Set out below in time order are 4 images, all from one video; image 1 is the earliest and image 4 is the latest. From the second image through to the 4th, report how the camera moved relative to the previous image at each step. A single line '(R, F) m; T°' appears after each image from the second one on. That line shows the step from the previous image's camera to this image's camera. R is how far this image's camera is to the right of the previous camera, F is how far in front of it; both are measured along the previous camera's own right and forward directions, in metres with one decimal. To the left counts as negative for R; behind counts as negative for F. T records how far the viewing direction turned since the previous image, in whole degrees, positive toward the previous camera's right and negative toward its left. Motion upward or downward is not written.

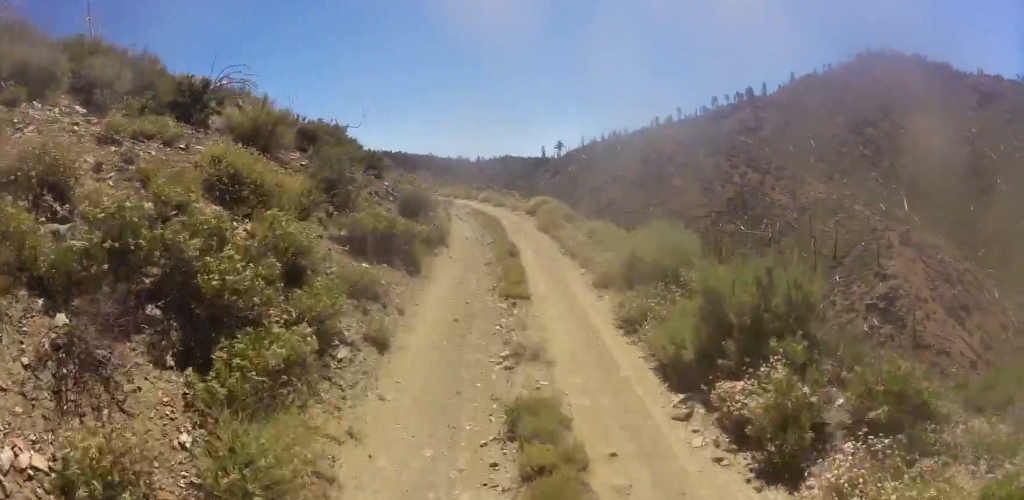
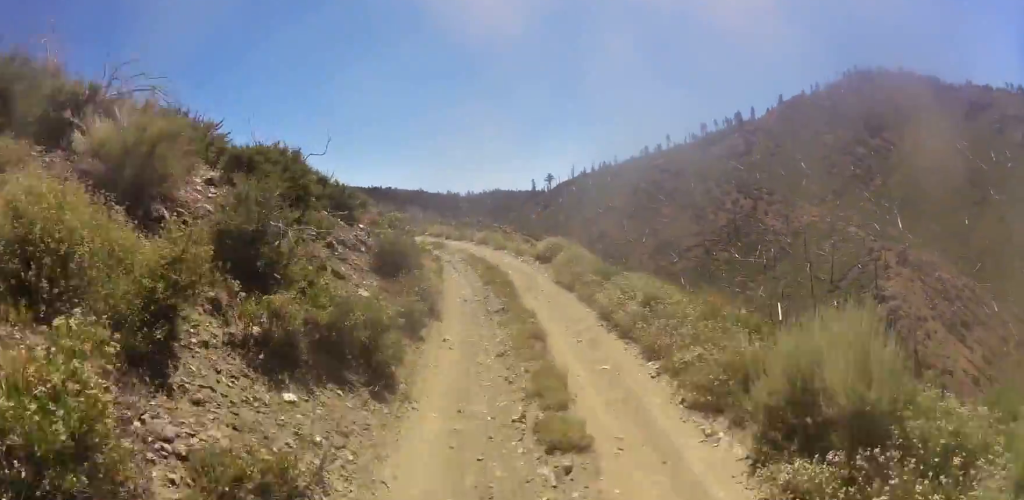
(+0.1, +3.8) m; 0°
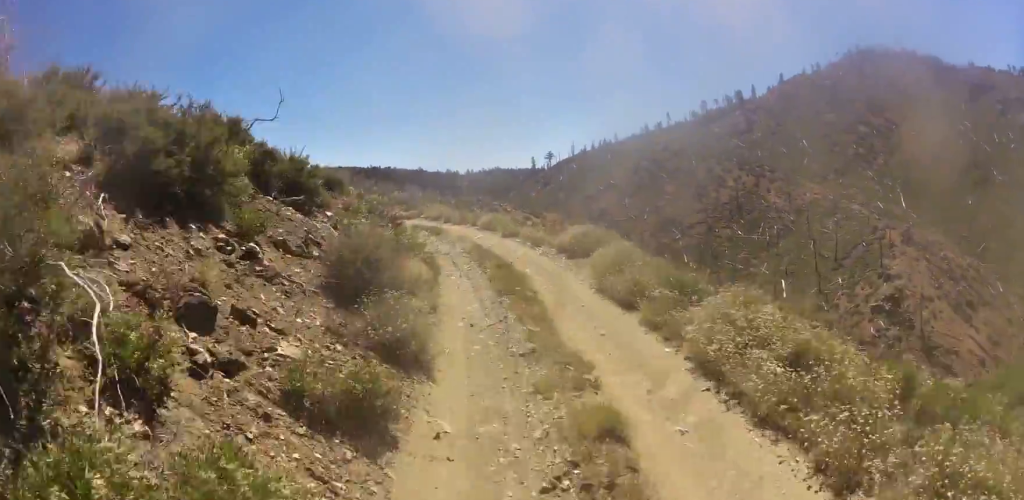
(0.0, +3.7) m; 0°
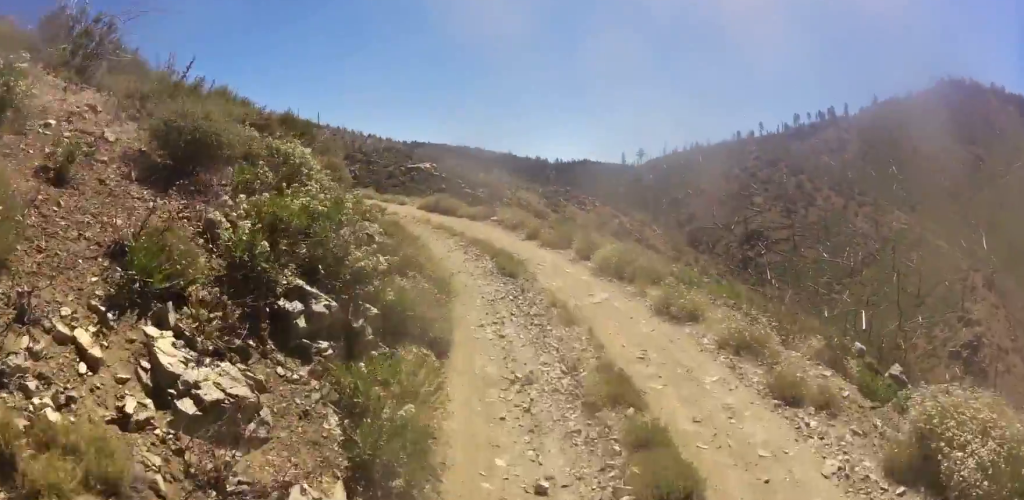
(-0.9, +9.9) m; -10°
